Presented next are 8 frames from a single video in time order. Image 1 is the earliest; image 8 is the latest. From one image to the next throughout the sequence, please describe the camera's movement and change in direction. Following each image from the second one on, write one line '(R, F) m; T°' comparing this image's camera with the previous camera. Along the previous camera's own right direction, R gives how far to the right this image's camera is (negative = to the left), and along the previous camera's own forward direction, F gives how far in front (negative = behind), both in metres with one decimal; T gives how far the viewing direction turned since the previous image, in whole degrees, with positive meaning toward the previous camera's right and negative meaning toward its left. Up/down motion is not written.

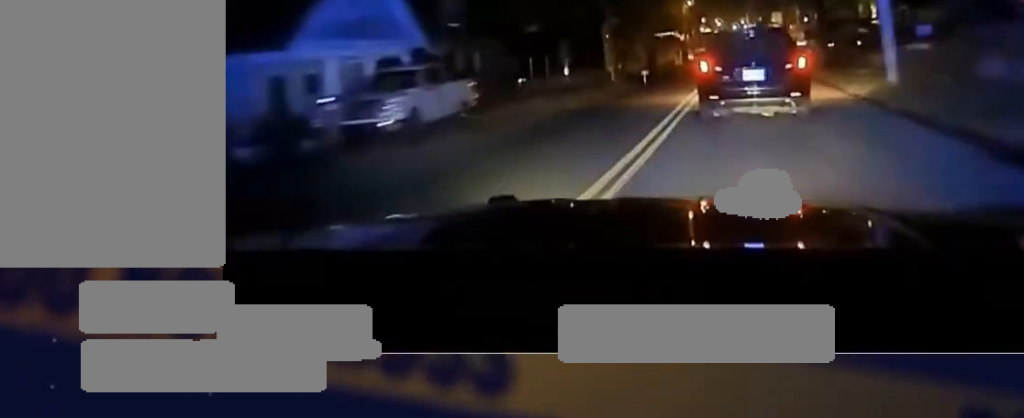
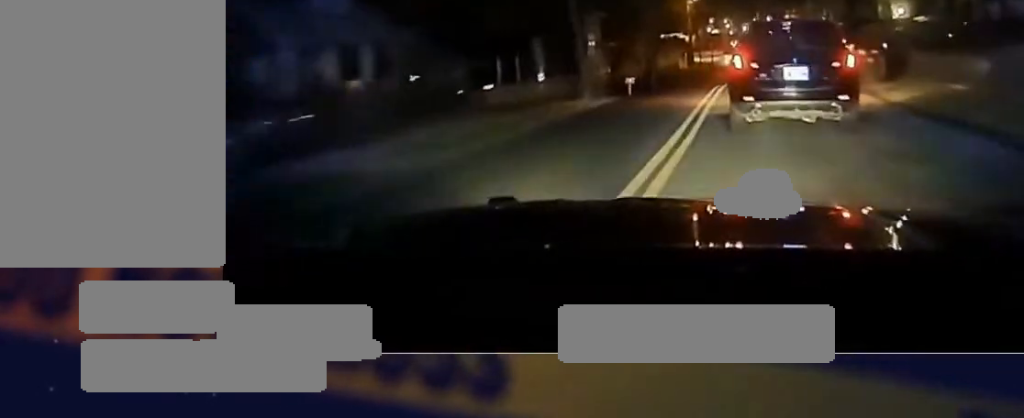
(+0.1, +12.4) m; 0°
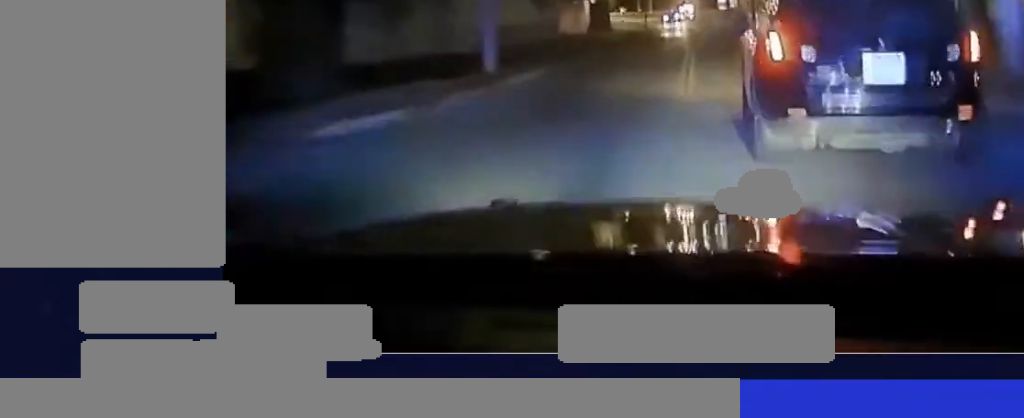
(+0.2, +89.0) m; +2°
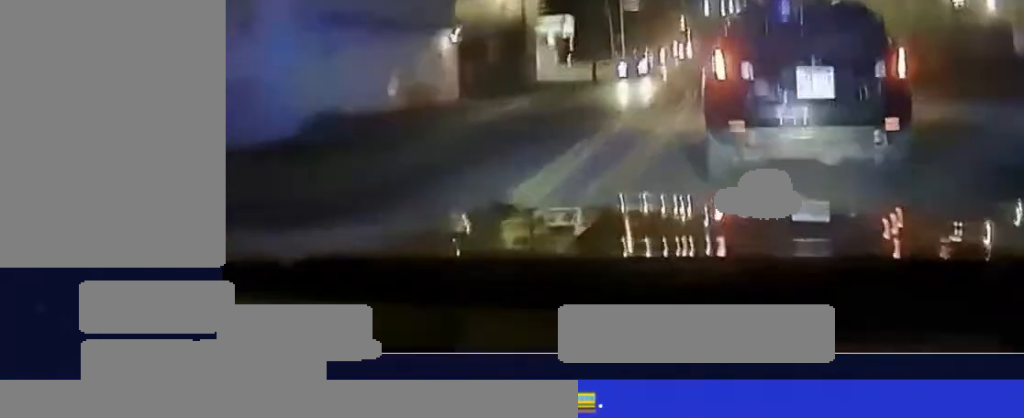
(+0.1, +38.8) m; 0°
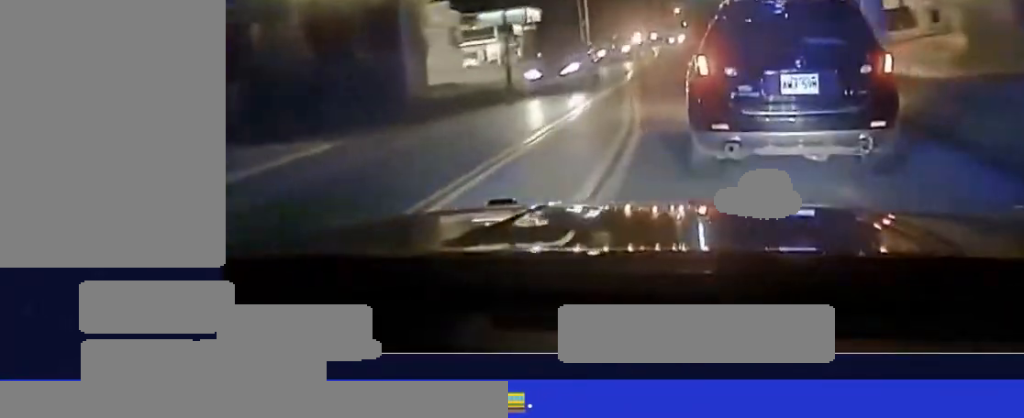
(-0.1, +17.8) m; 0°
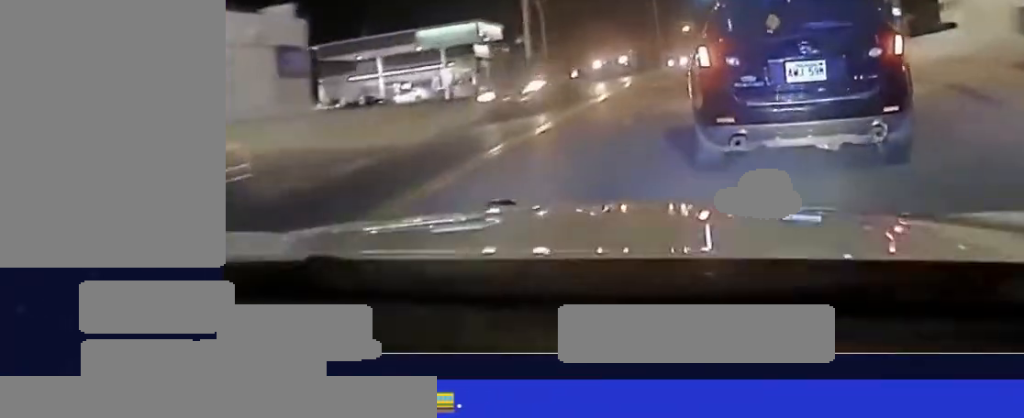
(0.0, +18.2) m; 0°
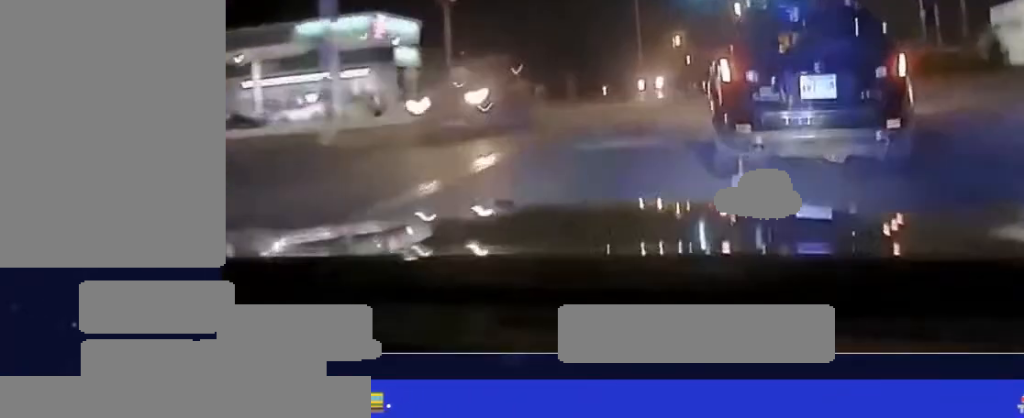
(0.0, +19.0) m; 0°
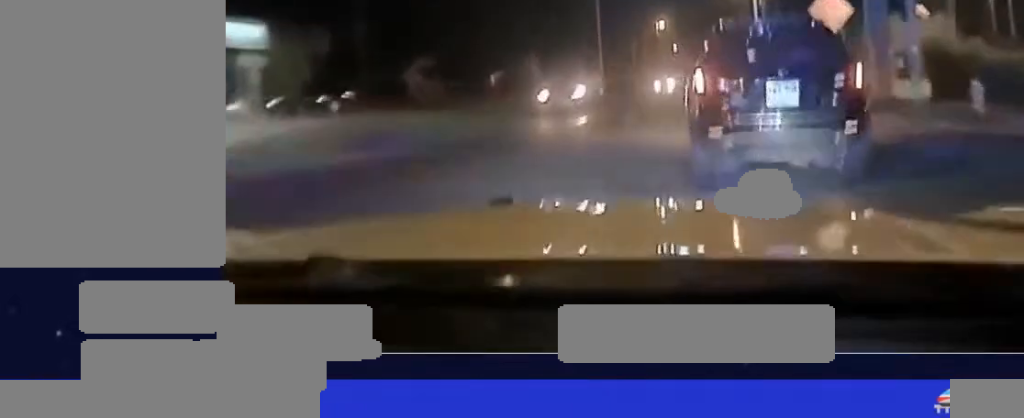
(0.0, +23.9) m; 0°
